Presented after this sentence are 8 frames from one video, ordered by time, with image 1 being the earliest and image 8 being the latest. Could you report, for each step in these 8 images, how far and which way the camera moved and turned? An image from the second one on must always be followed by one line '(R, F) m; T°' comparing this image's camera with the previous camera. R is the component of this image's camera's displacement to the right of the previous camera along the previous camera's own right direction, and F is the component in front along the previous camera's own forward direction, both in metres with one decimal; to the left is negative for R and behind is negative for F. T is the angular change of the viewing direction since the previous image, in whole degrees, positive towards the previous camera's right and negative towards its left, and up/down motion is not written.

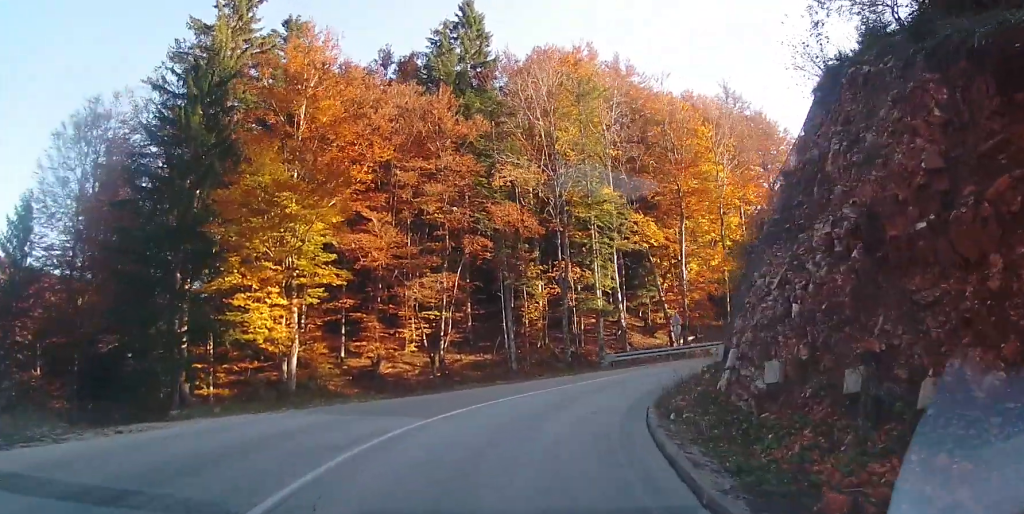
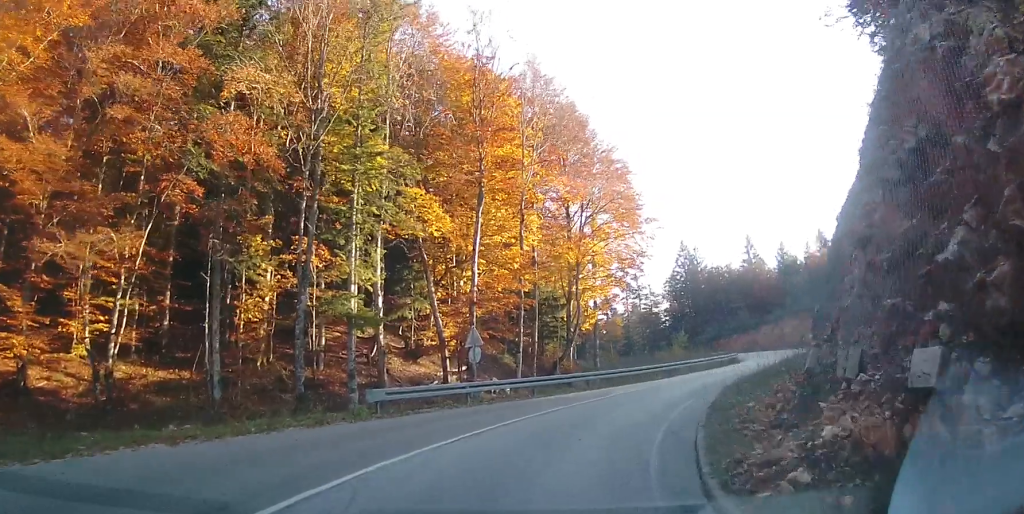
(+3.1, +16.1) m; +17°
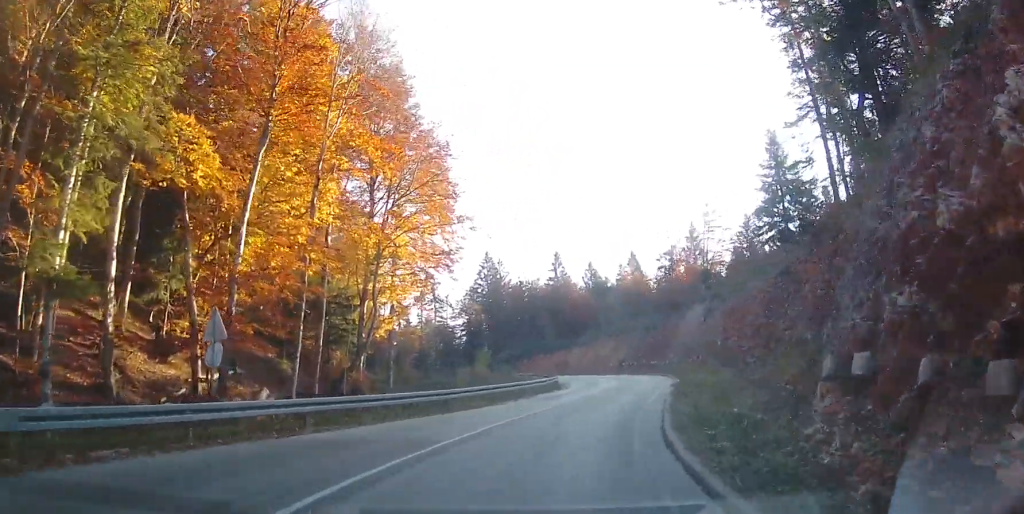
(+0.9, +10.7) m; +11°
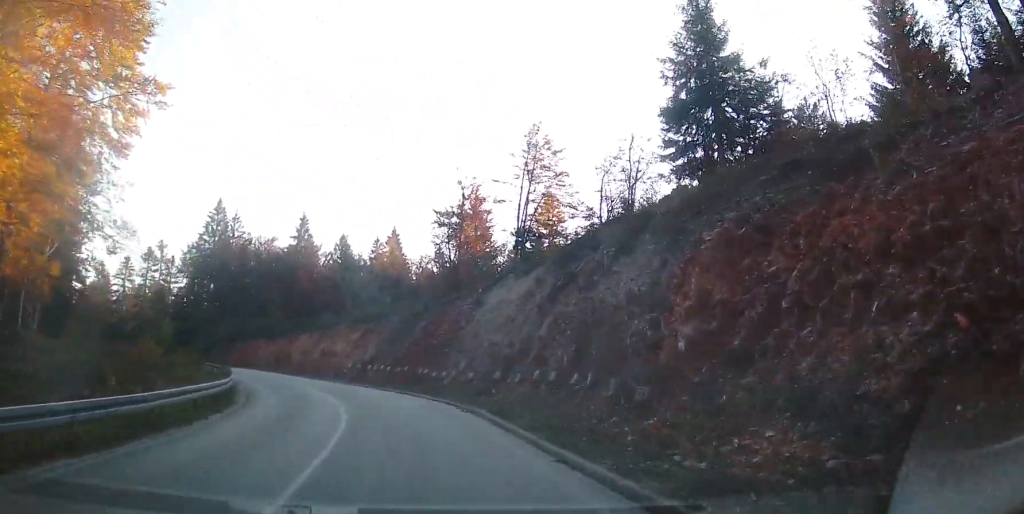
(+5.8, +29.0) m; +17°
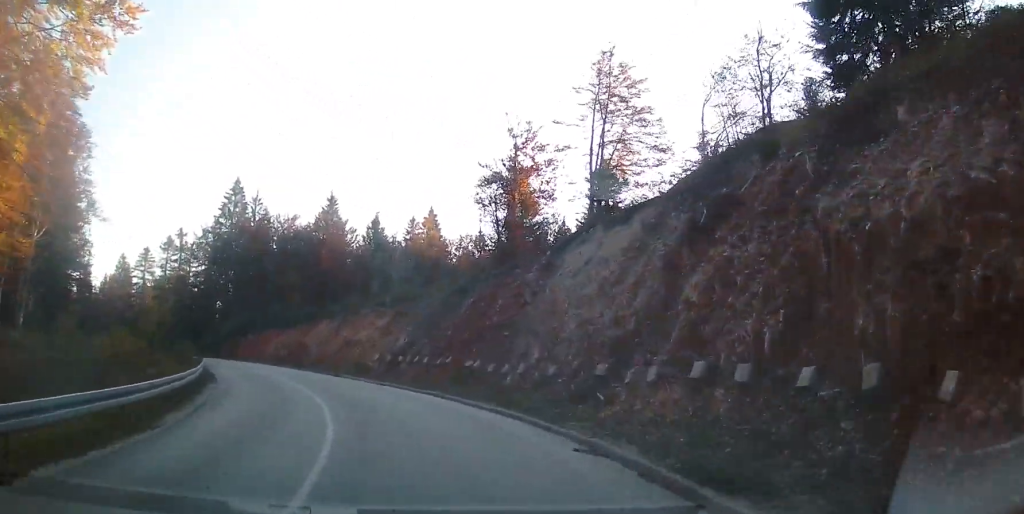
(+0.2, +9.8) m; +1°
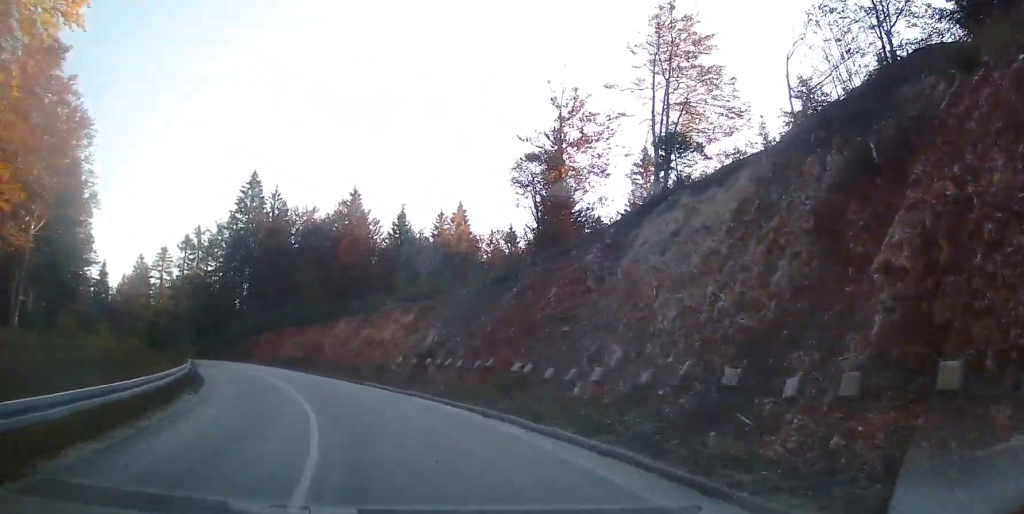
(+0.2, +5.5) m; 0°
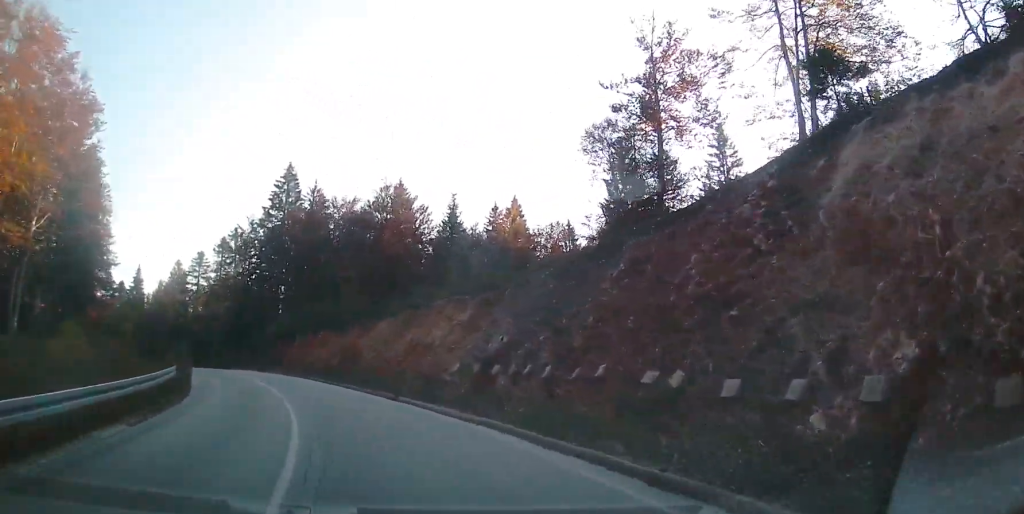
(-0.2, +7.8) m; -4°
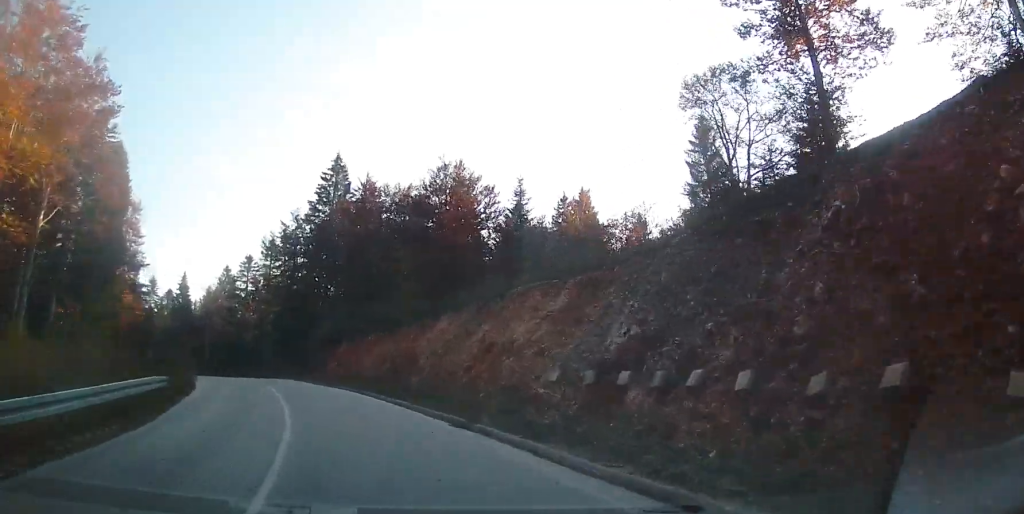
(0.0, +7.3) m; -5°
